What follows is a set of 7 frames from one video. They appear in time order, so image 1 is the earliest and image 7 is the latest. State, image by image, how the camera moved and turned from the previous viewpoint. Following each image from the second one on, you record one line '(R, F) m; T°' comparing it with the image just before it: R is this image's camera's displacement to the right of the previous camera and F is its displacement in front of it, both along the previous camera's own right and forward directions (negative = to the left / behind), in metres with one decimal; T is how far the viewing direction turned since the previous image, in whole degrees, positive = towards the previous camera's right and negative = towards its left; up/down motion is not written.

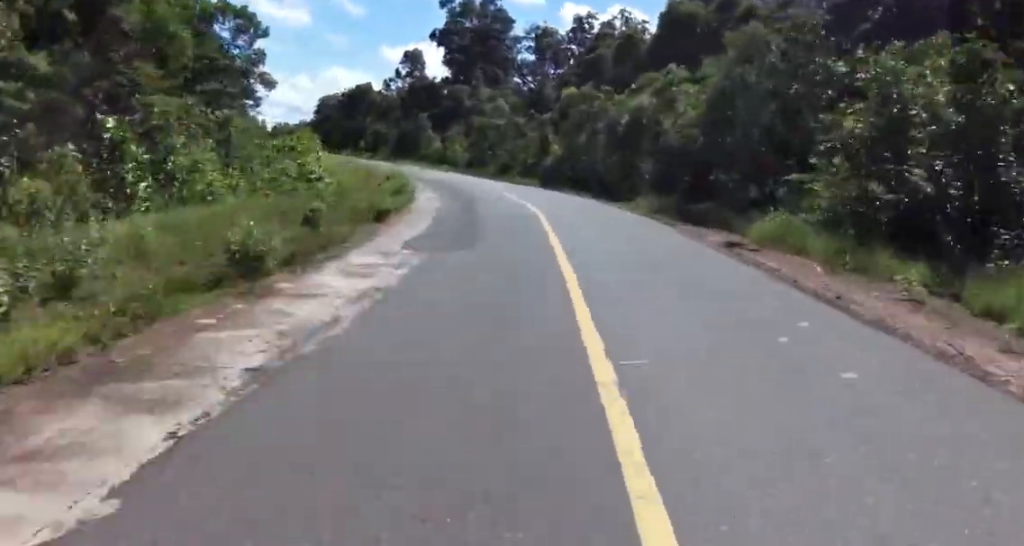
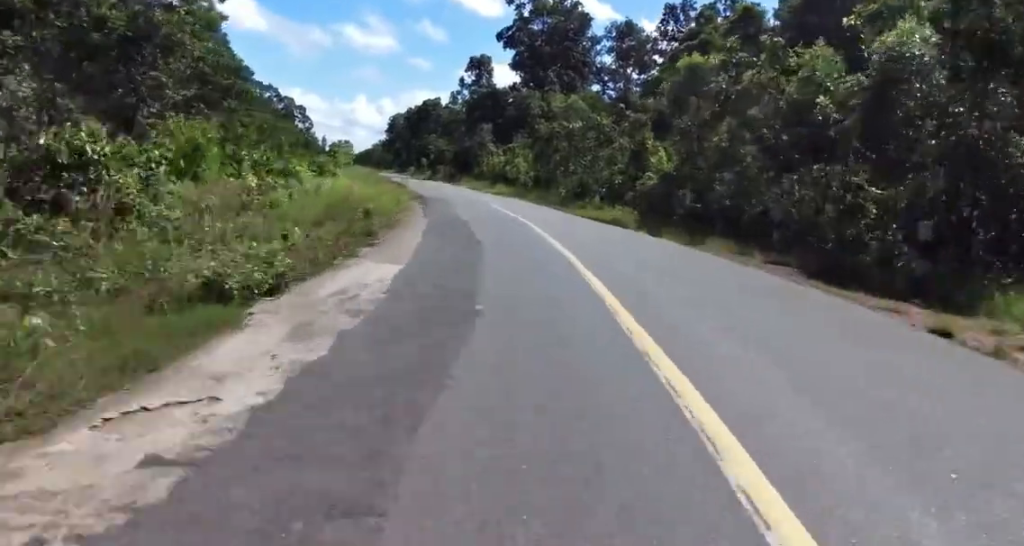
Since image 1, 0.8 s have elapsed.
(0.0, +15.8) m; -8°
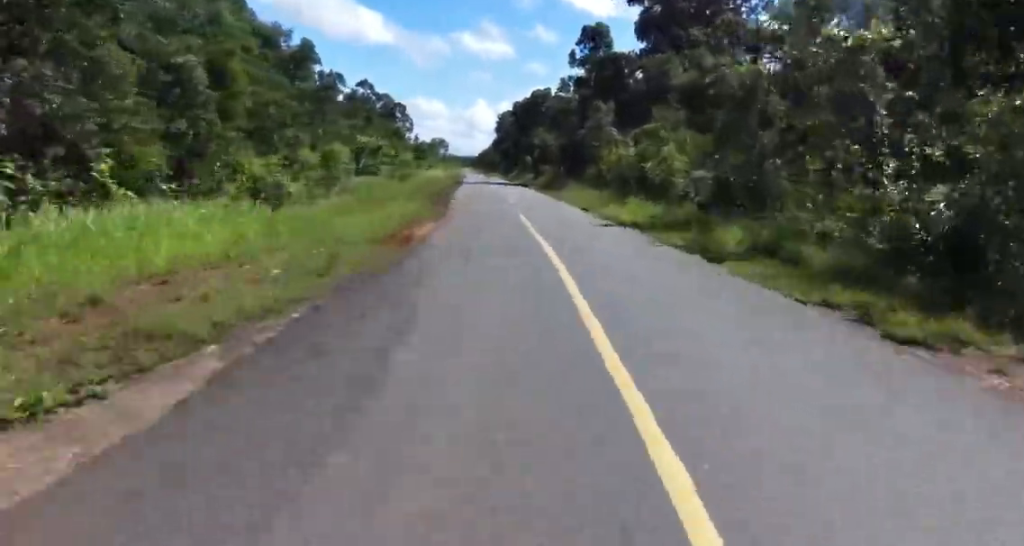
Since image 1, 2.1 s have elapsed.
(-3.7, +24.2) m; -12°
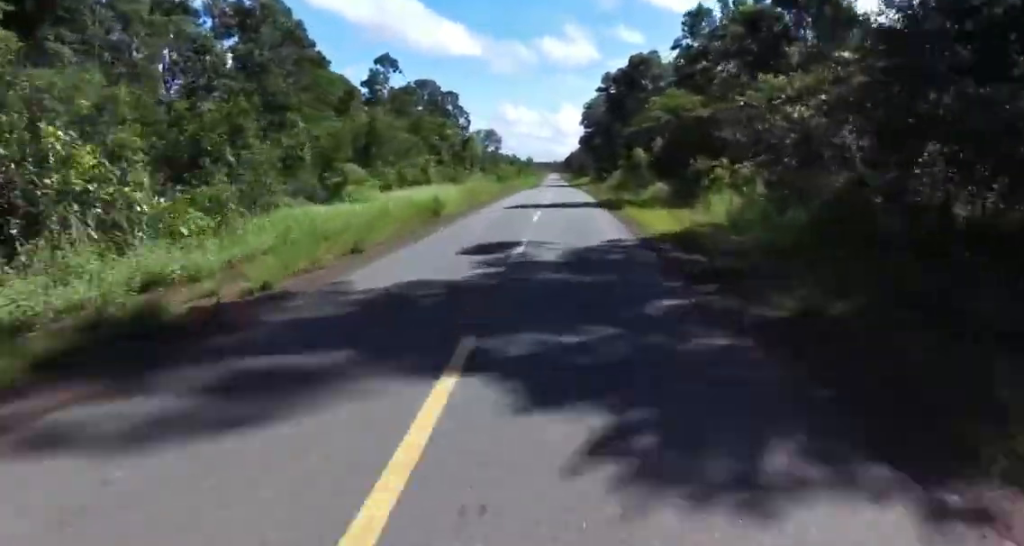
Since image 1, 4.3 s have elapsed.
(-5.2, +47.0) m; -8°
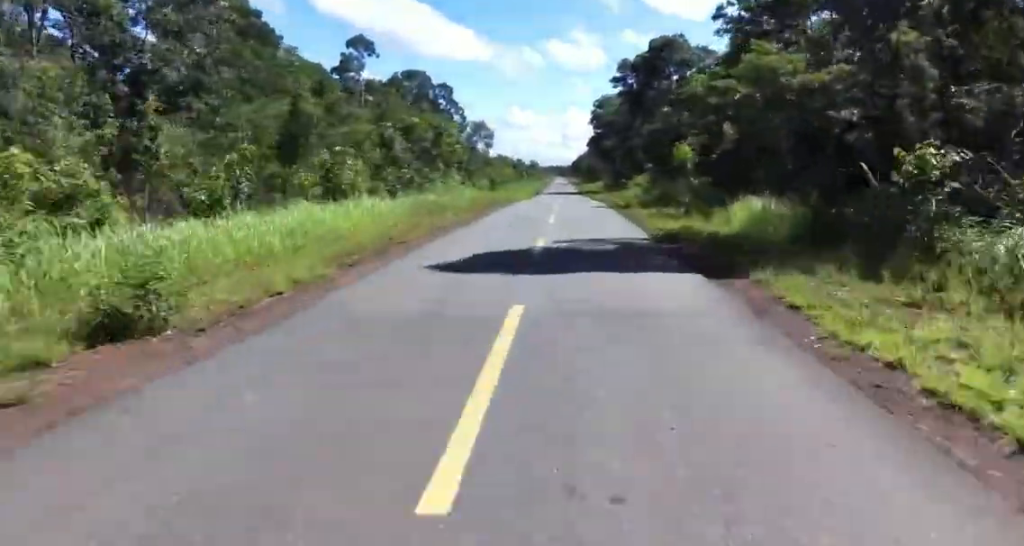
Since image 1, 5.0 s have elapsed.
(+0.7, +15.4) m; +1°
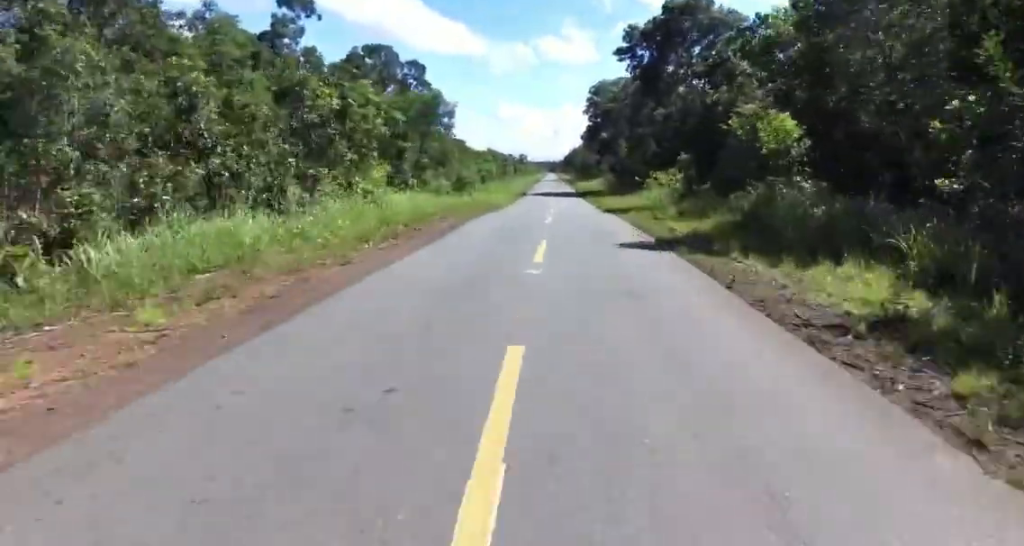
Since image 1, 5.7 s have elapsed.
(-0.5, +16.8) m; -1°
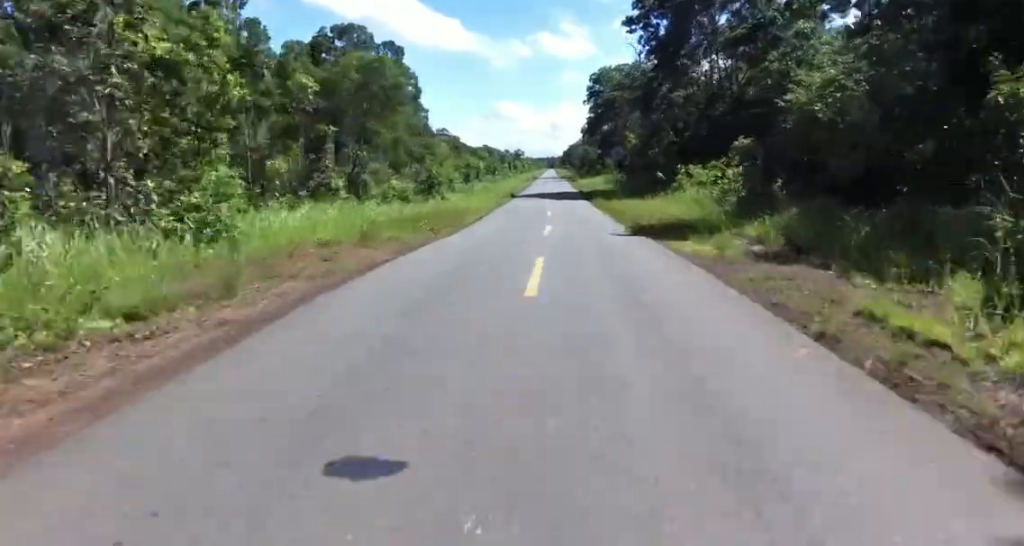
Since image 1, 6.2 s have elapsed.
(-0.1, +12.1) m; -1°
